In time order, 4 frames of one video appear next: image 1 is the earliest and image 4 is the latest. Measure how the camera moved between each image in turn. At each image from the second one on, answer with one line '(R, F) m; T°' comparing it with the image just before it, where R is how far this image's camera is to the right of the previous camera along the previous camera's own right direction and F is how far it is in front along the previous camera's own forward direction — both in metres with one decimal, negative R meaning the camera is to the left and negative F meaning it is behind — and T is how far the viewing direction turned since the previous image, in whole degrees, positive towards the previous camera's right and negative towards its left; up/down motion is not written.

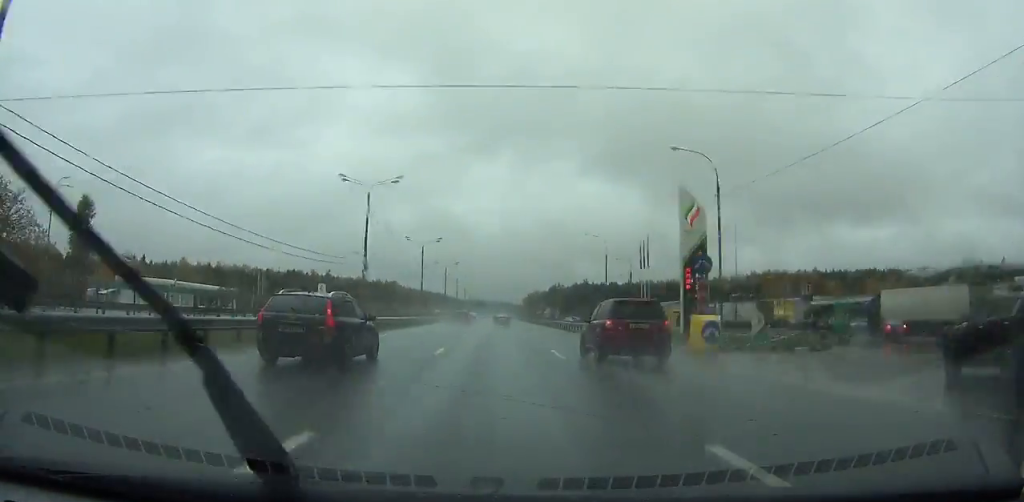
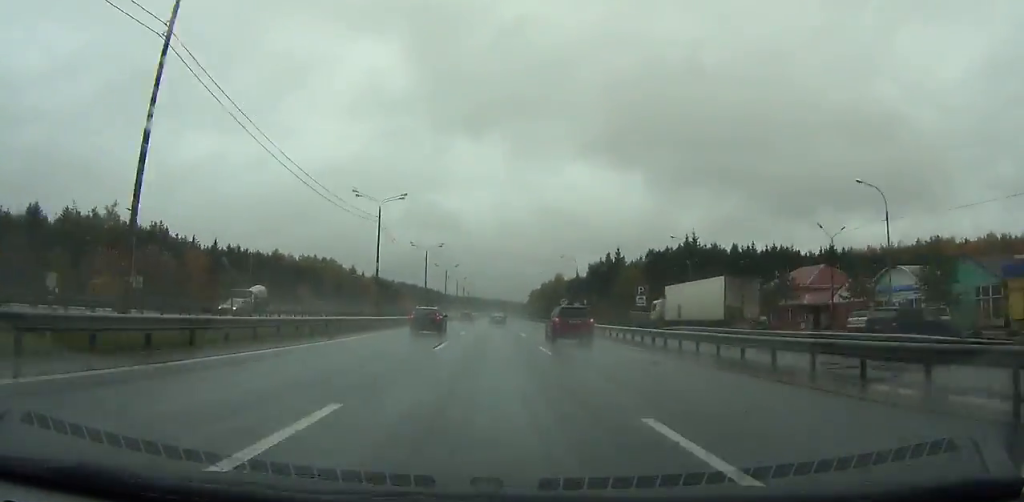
(-0.1, +125.2) m; 0°
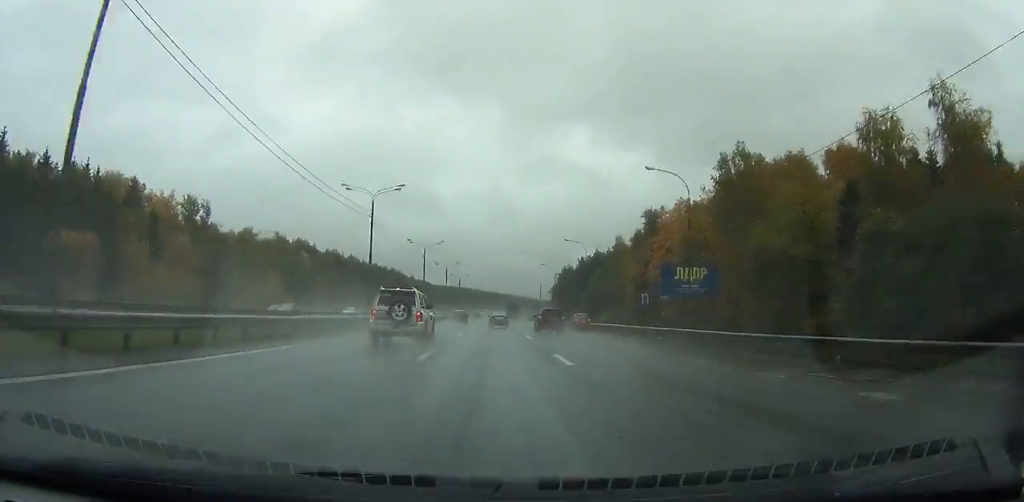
(-0.4, +228.9) m; 0°
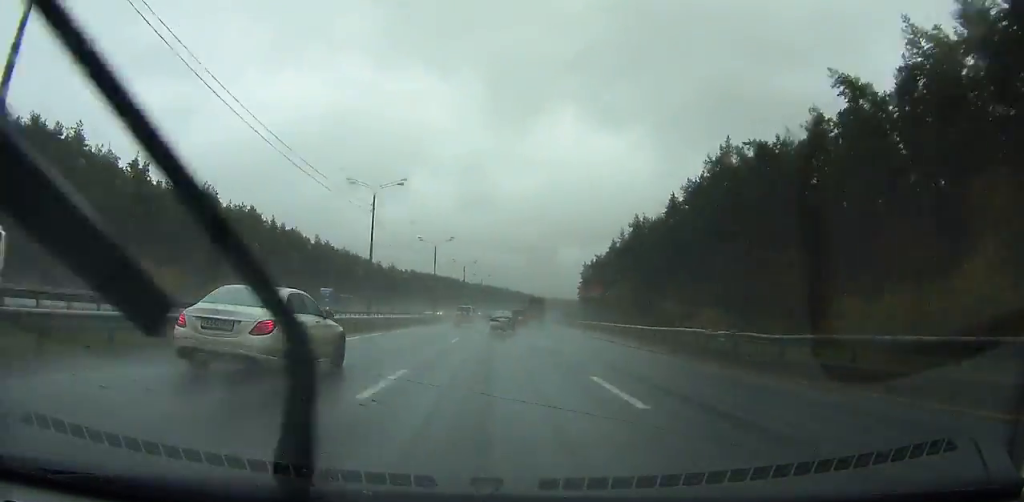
(+0.9, +188.7) m; +1°
